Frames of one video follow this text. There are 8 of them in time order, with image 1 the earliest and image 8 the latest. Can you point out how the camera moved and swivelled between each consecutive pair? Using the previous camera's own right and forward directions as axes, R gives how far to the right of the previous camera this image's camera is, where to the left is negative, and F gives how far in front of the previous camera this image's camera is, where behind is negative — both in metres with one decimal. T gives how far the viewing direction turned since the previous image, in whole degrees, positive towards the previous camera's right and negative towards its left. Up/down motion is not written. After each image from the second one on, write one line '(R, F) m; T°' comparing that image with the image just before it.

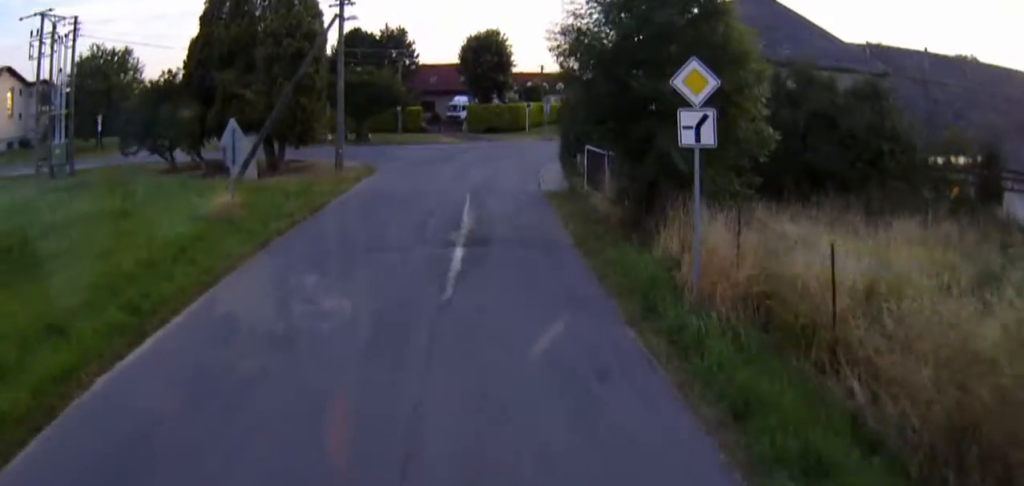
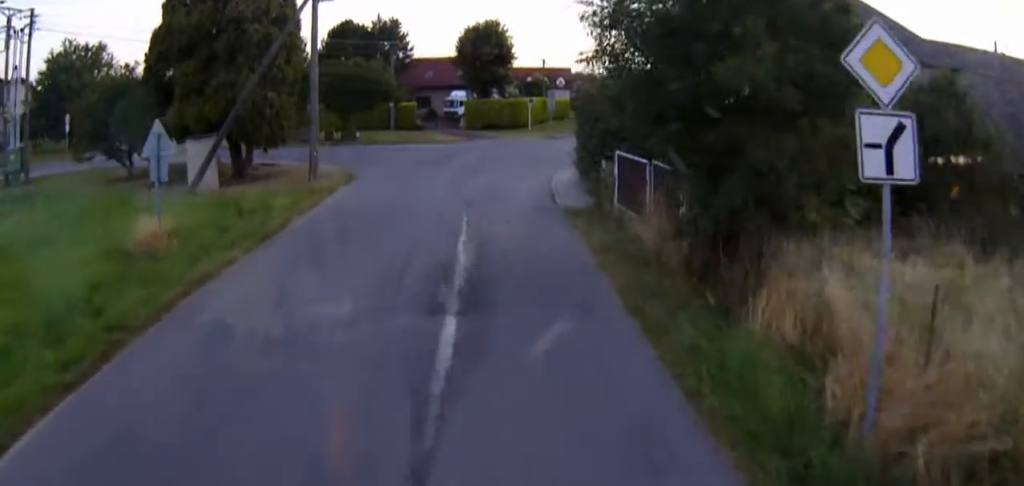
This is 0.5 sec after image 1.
(0.0, +4.1) m; +2°
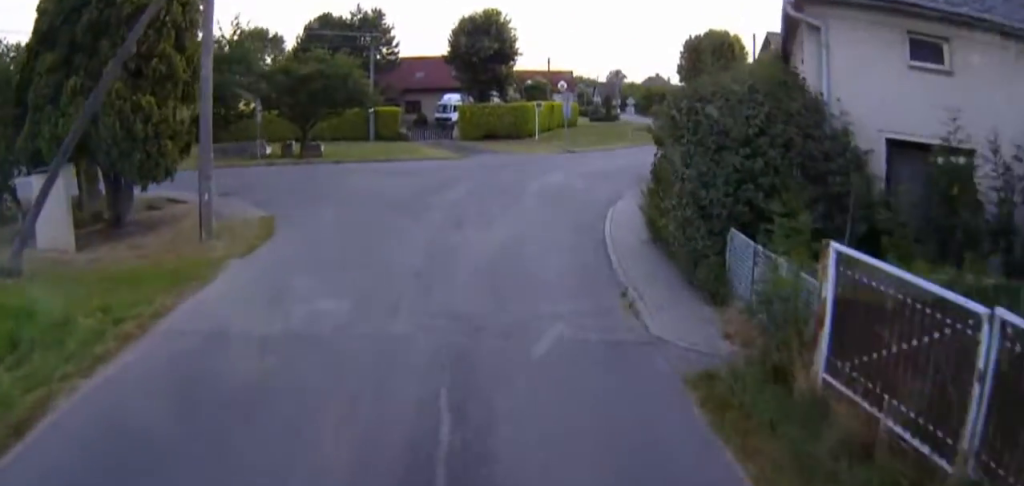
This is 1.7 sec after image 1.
(+0.1, +8.1) m; -5°
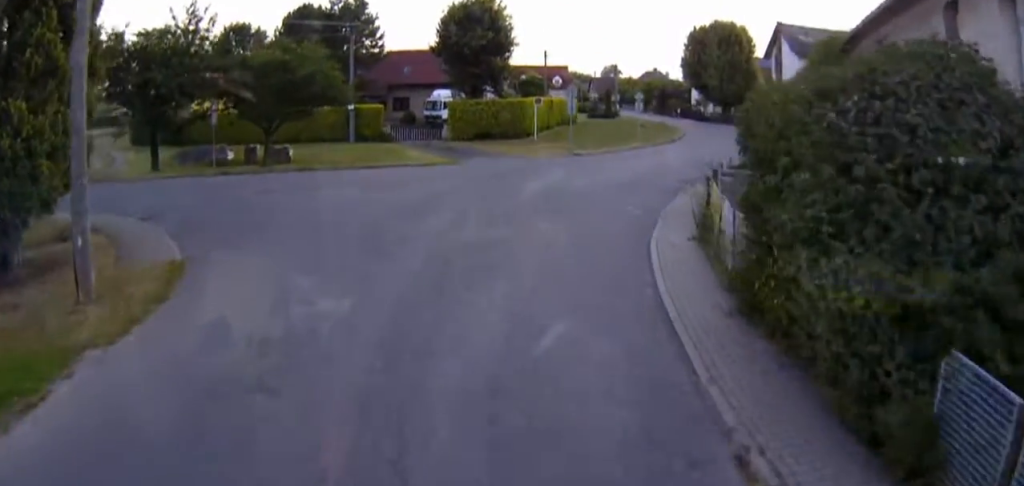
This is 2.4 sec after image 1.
(-0.3, +3.8) m; -9°
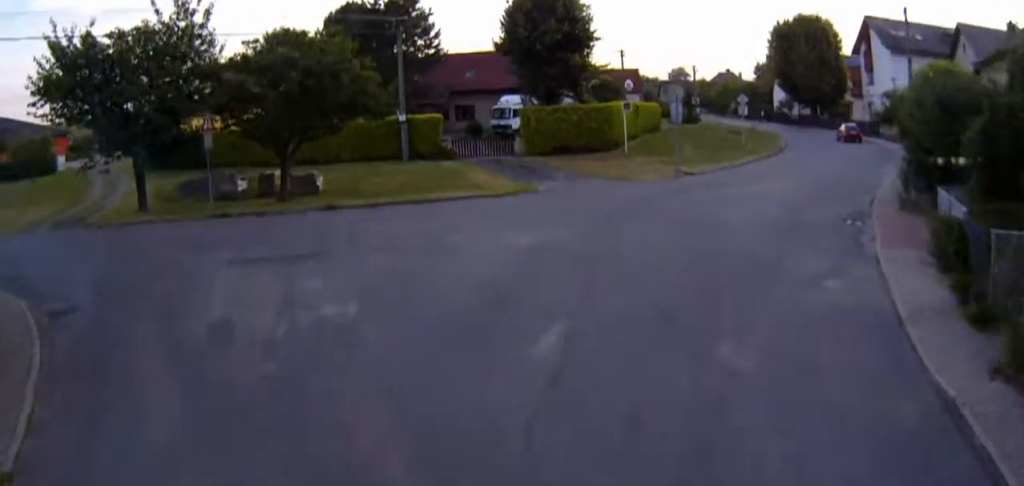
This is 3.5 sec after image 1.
(-0.7, +6.1) m; -23°
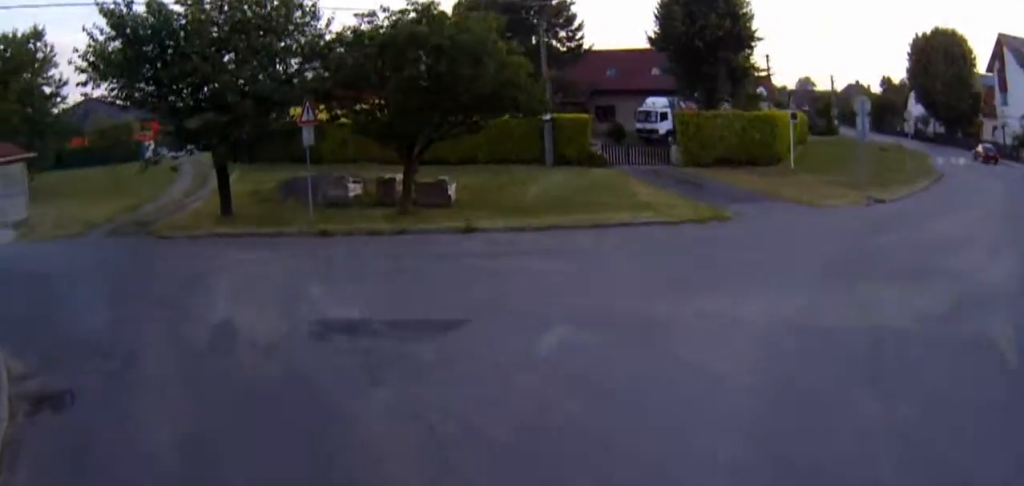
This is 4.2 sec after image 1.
(-0.9, +3.6) m; -16°
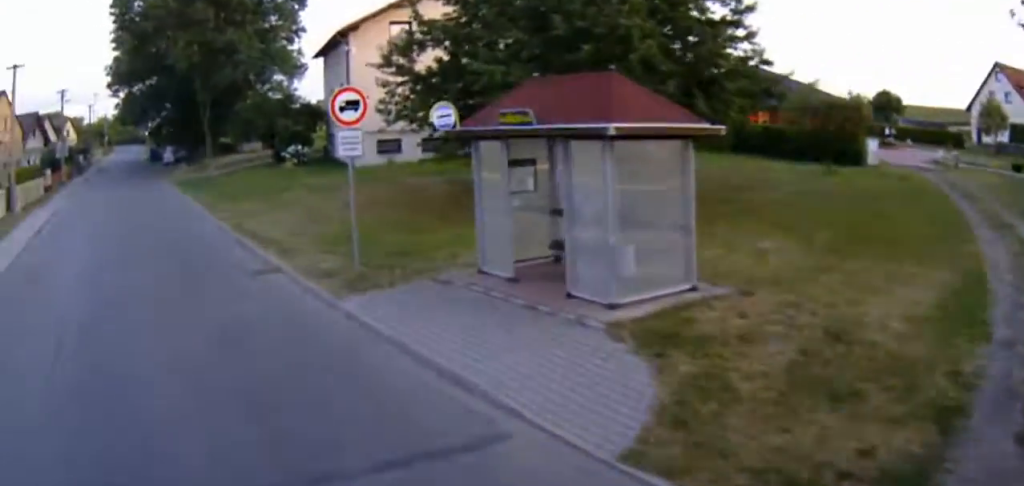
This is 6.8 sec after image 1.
(-3.8, +14.8) m; -21°
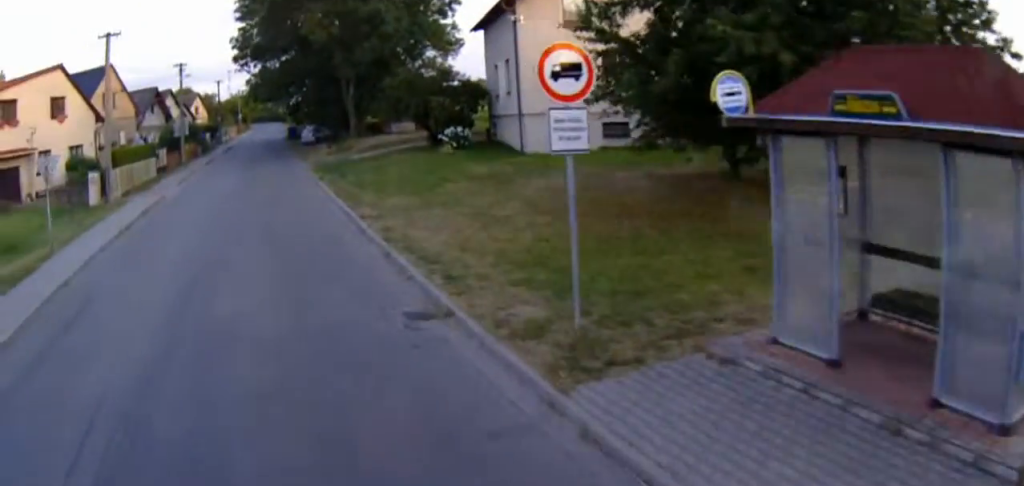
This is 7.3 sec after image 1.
(+0.1, +4.4) m; -7°
